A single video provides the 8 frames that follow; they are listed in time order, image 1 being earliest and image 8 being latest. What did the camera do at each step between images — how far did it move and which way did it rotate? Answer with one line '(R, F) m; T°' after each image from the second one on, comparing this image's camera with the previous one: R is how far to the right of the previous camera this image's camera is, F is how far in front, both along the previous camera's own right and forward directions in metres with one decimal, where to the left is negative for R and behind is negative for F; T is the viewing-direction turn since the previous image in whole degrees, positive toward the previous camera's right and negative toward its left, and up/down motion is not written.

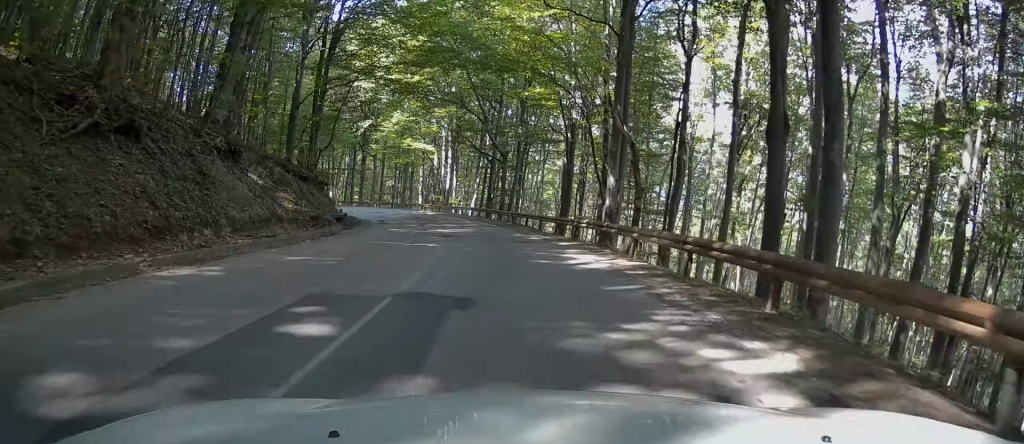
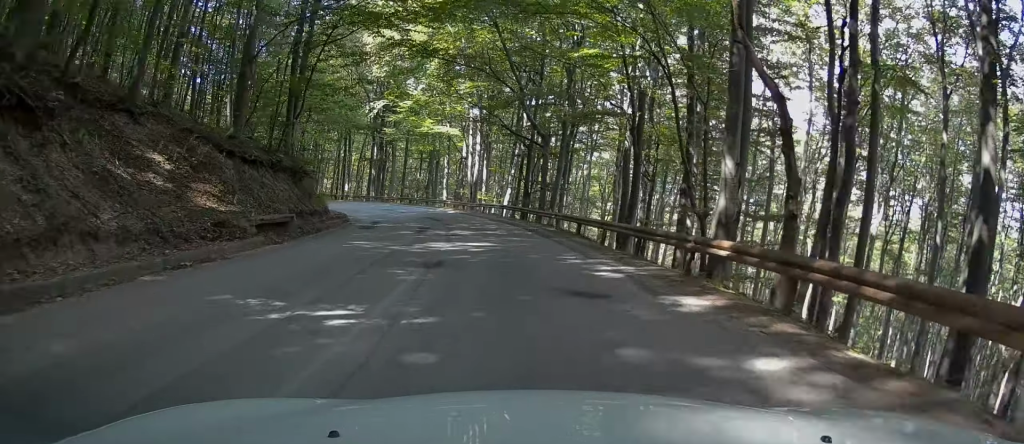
(0.0, +11.8) m; -2°
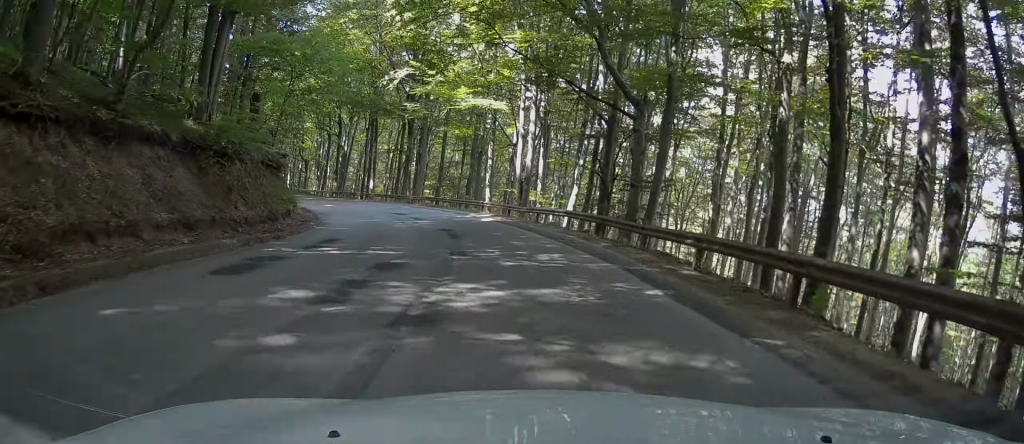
(-0.4, +15.8) m; -1°
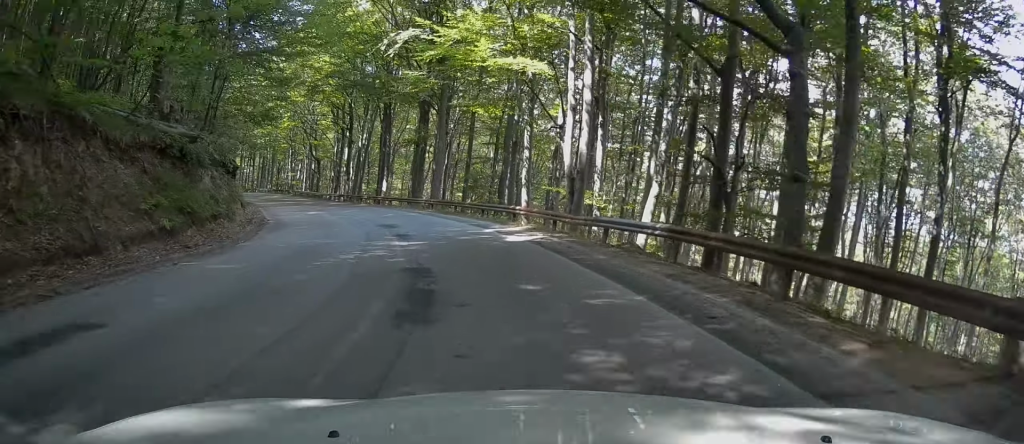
(+0.2, +12.5) m; -3°
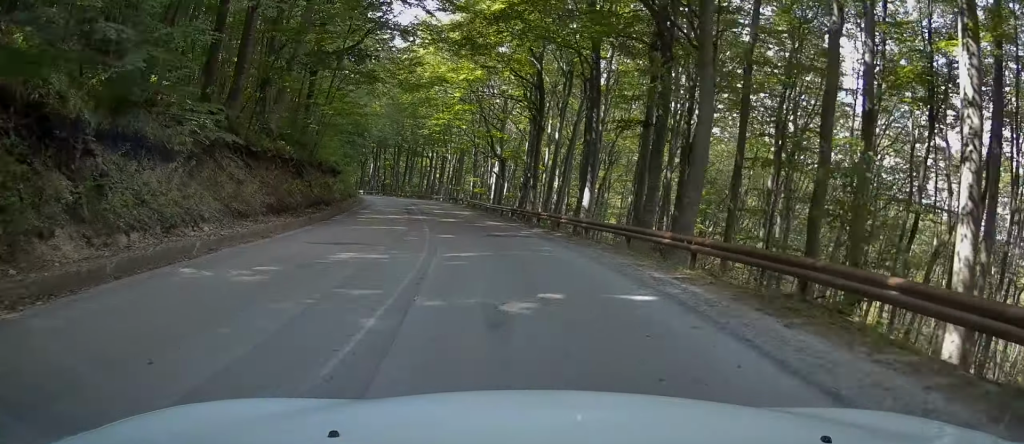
(-2.1, +23.2) m; -10°
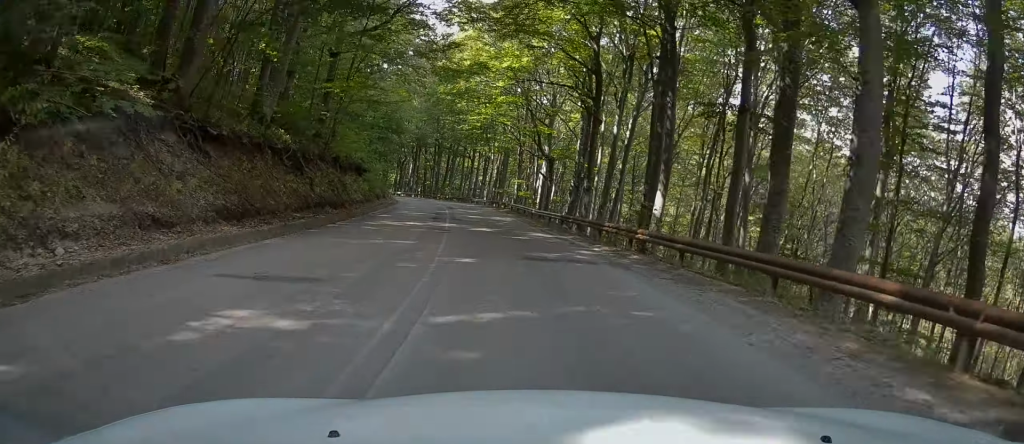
(+0.4, +6.6) m; -4°
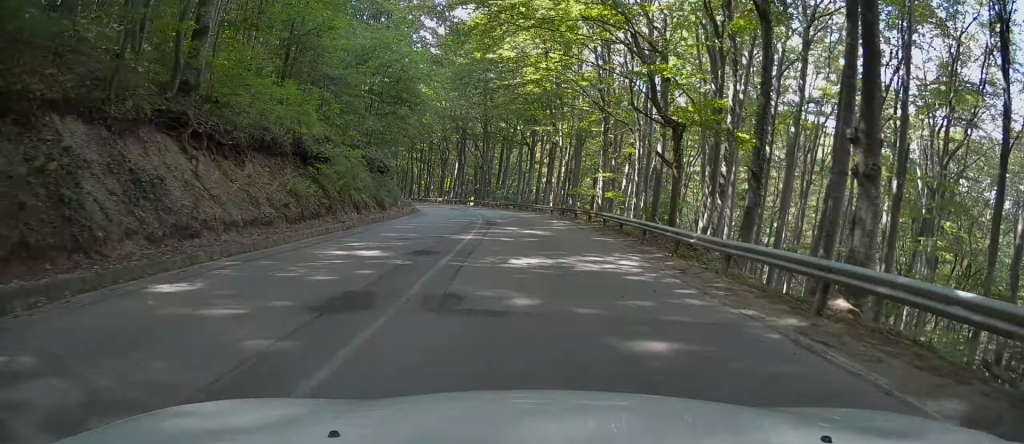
(-3.8, +22.5) m; -14°
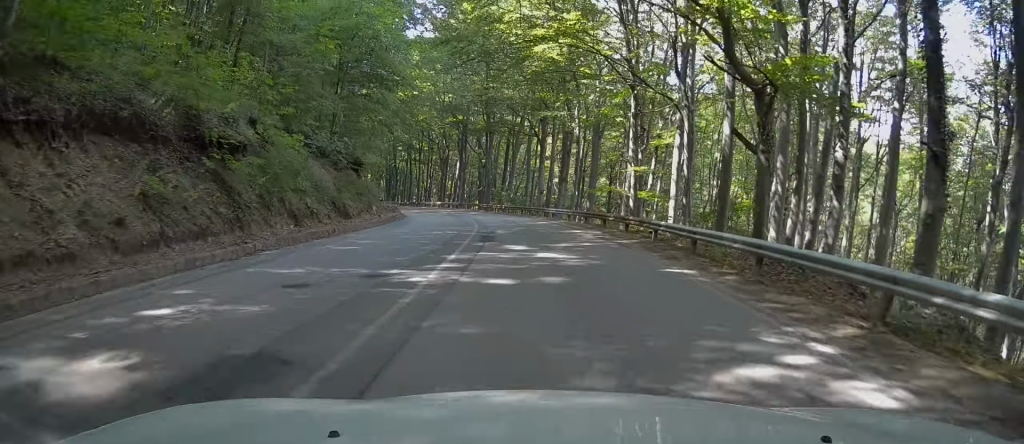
(-0.2, +8.3) m; -2°
